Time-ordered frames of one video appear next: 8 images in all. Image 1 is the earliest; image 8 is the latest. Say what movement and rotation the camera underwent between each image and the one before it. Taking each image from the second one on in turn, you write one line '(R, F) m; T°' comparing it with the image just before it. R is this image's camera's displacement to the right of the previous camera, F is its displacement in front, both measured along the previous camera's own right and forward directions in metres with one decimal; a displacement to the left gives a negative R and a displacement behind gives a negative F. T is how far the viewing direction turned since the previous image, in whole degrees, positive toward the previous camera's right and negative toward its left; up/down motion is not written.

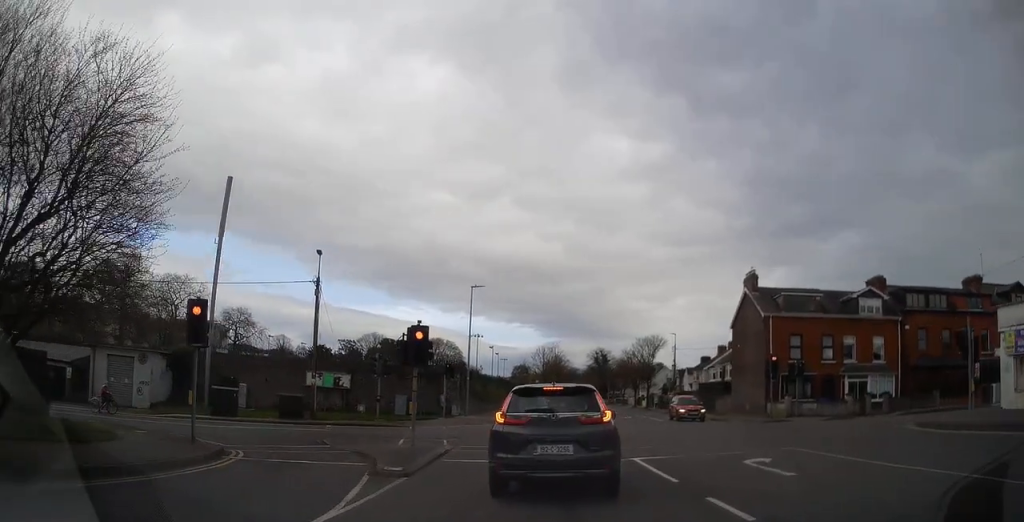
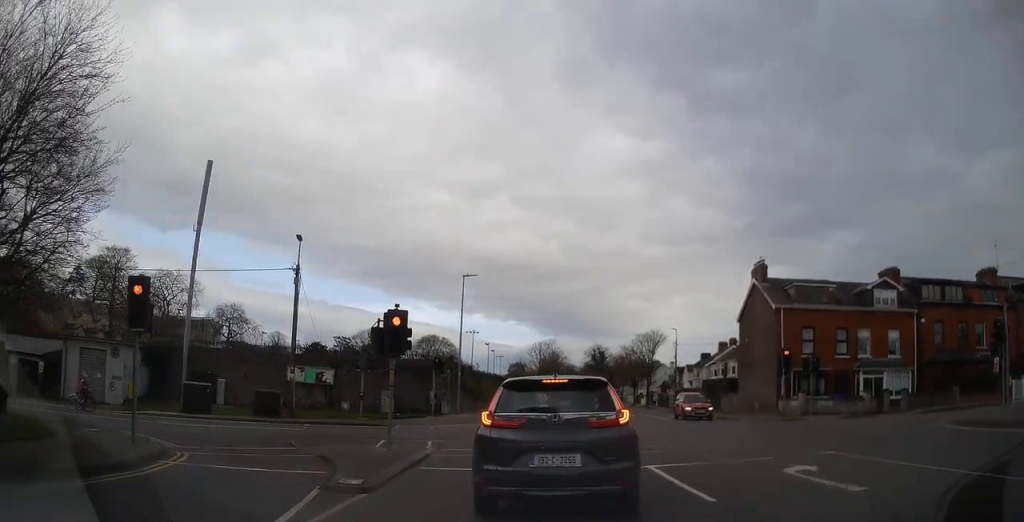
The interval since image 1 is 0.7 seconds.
(+0.1, +3.2) m; 0°
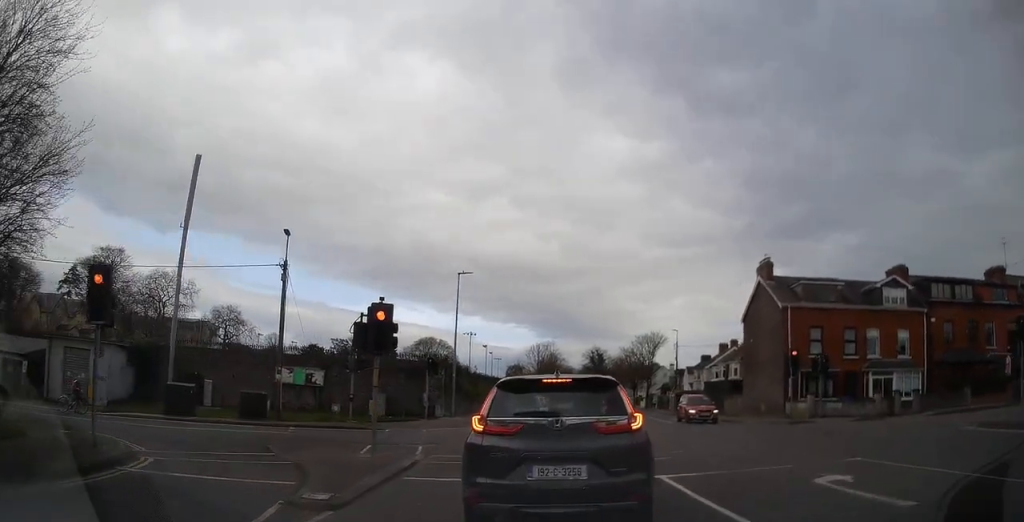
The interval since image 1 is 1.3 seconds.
(-0.2, +2.1) m; -4°
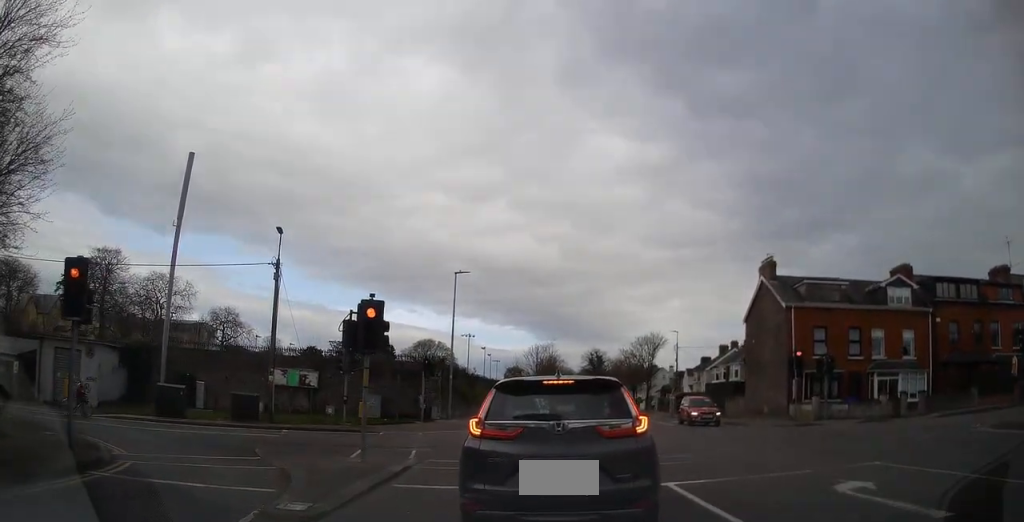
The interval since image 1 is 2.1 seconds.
(0.0, +1.6) m; -1°
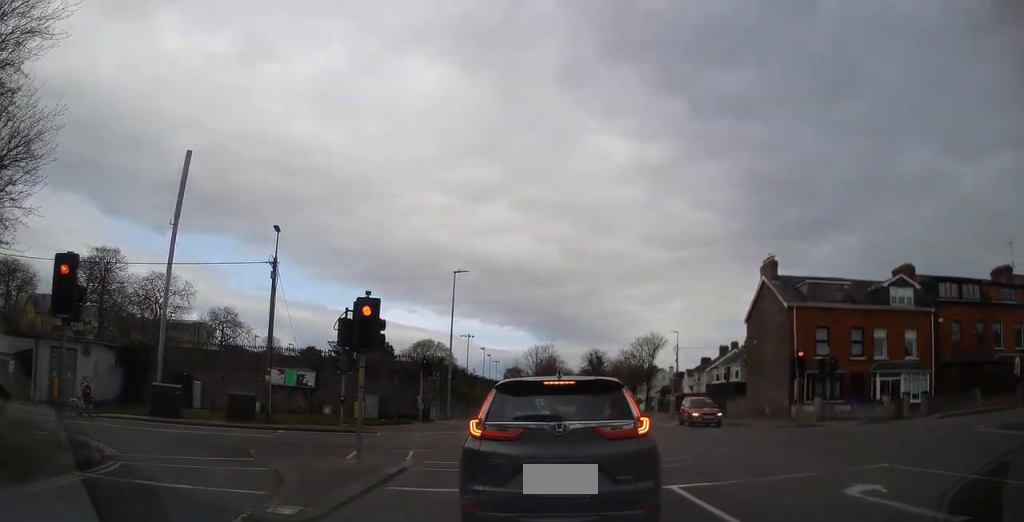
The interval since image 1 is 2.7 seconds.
(0.0, +0.7) m; 0°
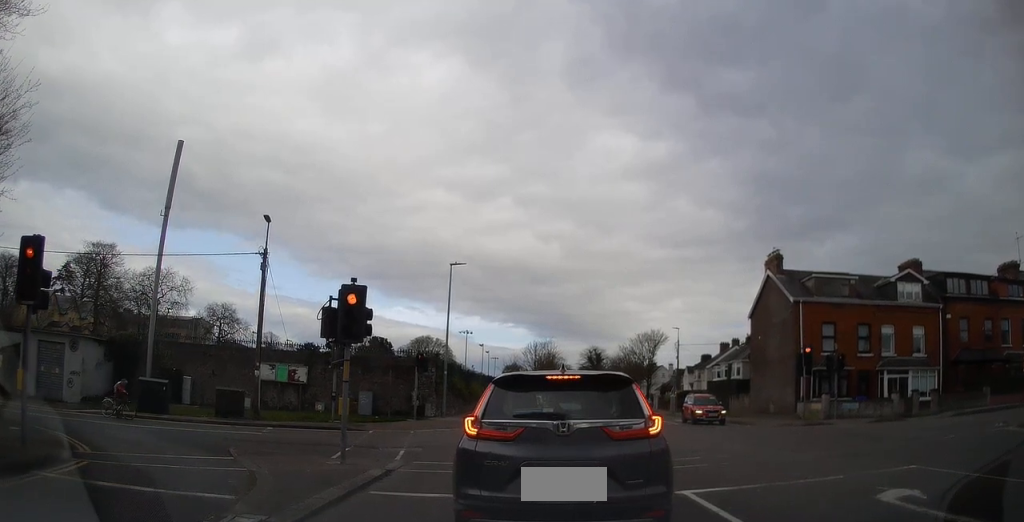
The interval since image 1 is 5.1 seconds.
(+0.3, -0.1) m; 0°
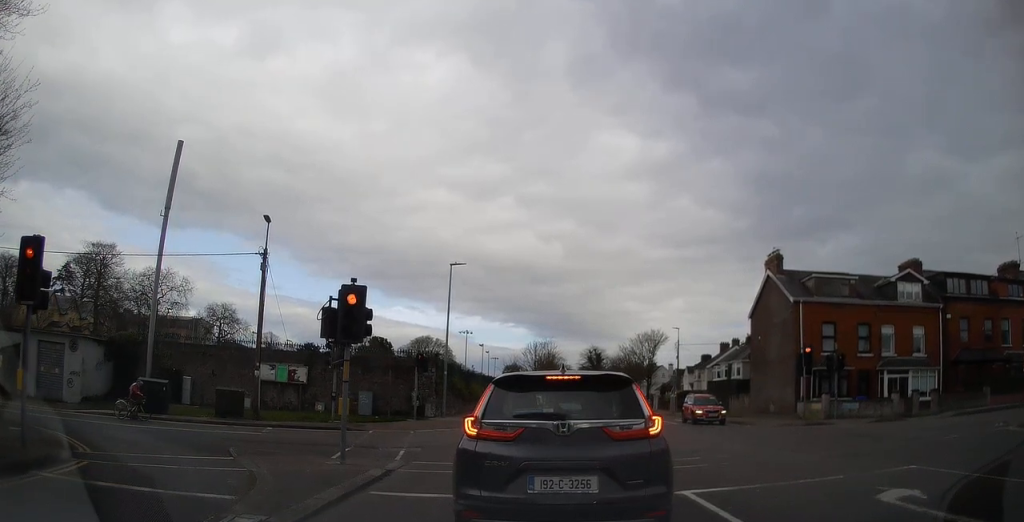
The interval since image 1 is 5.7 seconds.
(0.0, 0.0) m; 0°
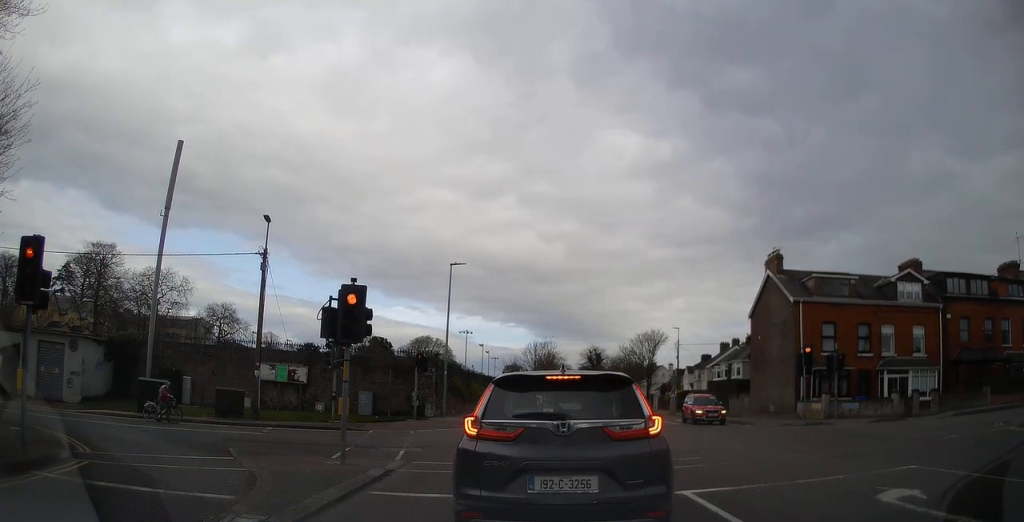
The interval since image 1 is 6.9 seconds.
(0.0, 0.0) m; 0°
